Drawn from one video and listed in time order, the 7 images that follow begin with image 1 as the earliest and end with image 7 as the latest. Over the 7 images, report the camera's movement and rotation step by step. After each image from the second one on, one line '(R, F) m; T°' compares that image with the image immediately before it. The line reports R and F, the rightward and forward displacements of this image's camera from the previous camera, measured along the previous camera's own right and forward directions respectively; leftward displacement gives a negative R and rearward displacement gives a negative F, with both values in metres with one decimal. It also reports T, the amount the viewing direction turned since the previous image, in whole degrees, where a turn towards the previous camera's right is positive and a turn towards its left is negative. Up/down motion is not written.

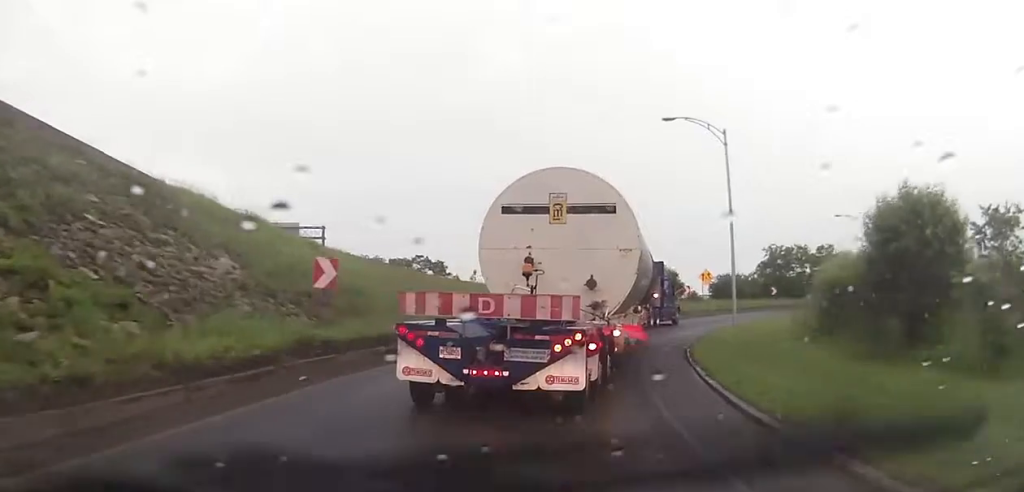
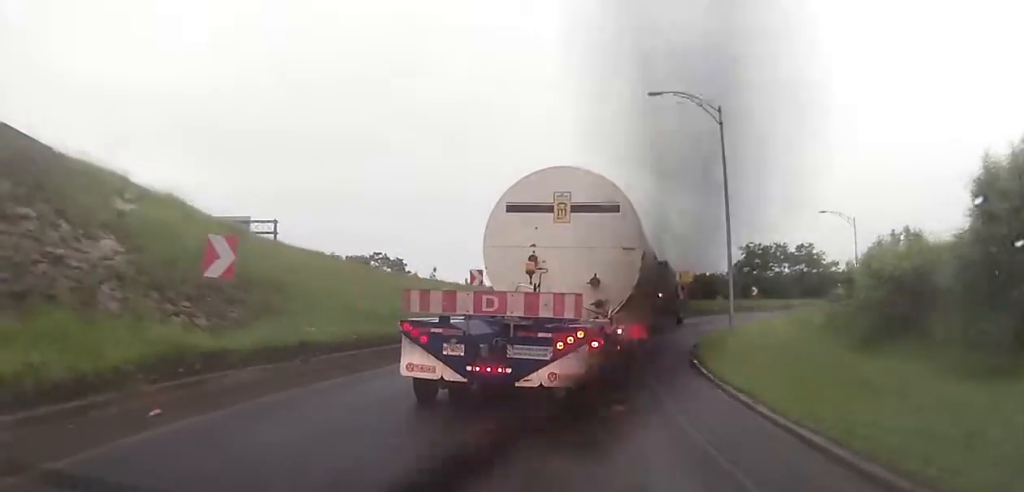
(+0.7, +4.5) m; +3°
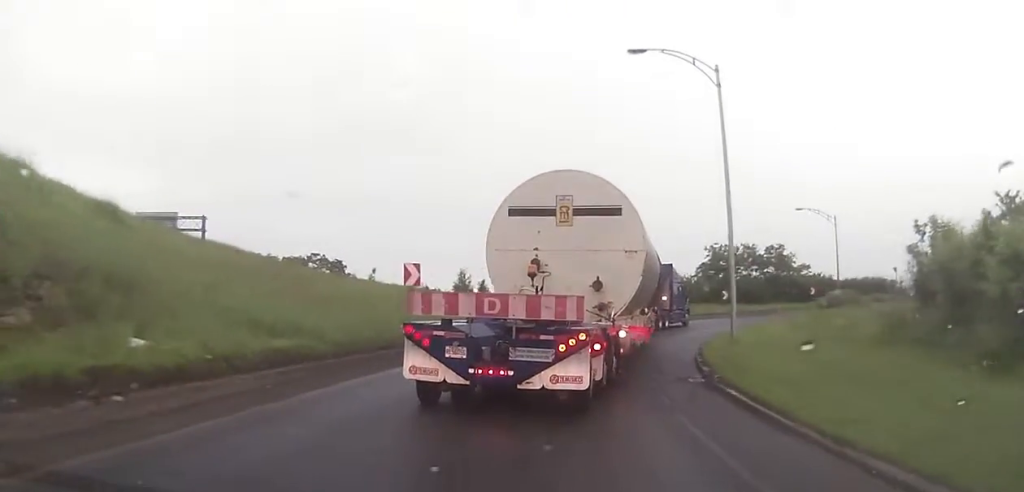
(-0.3, +6.2) m; -1°
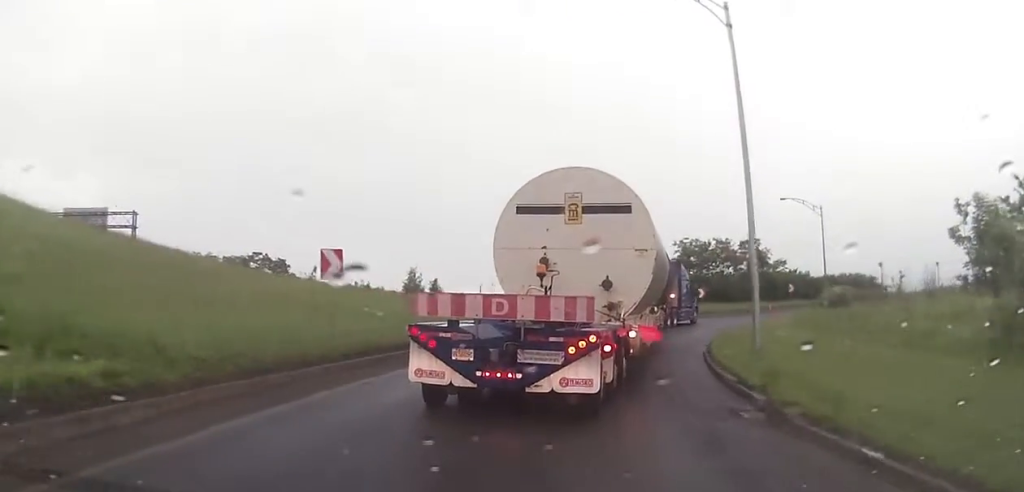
(+0.3, +5.8) m; +6°
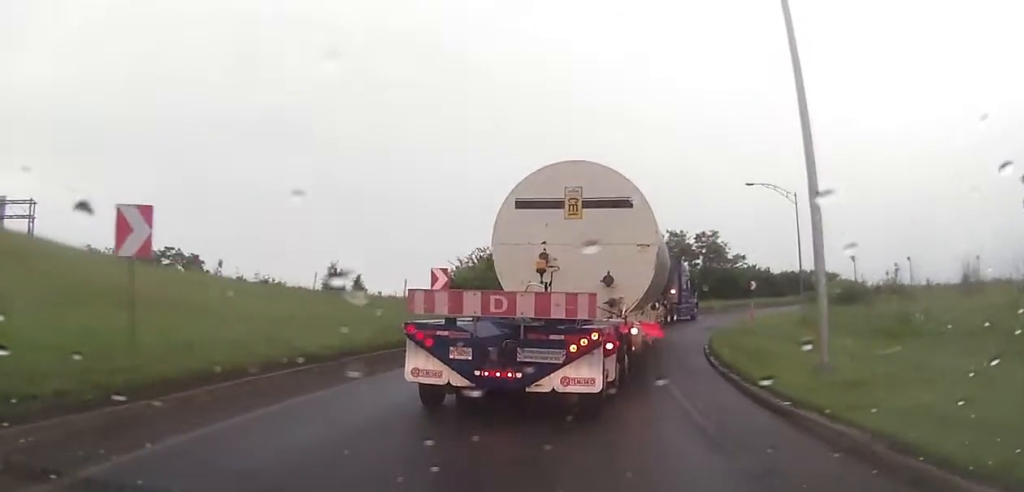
(+0.5, +7.2) m; +7°
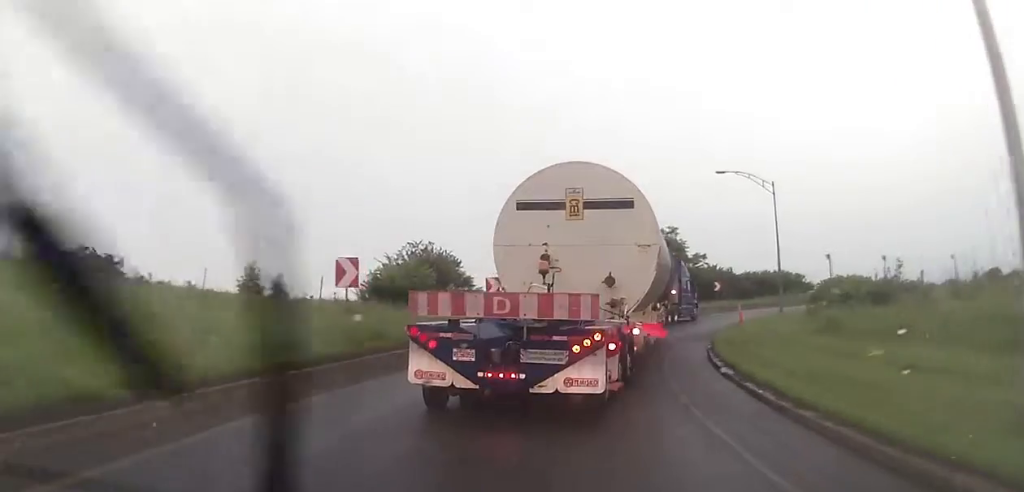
(+0.4, +6.5) m; +6°
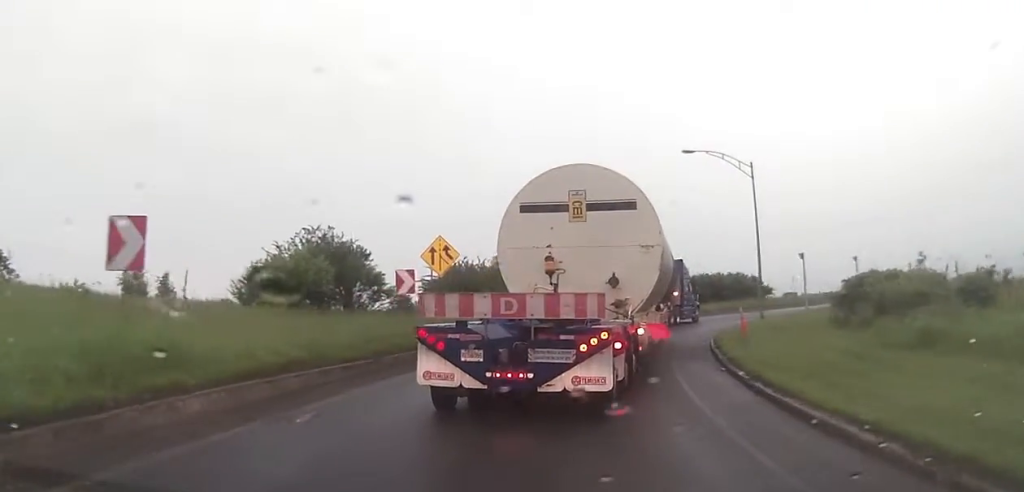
(+0.1, +8.1) m; +4°
